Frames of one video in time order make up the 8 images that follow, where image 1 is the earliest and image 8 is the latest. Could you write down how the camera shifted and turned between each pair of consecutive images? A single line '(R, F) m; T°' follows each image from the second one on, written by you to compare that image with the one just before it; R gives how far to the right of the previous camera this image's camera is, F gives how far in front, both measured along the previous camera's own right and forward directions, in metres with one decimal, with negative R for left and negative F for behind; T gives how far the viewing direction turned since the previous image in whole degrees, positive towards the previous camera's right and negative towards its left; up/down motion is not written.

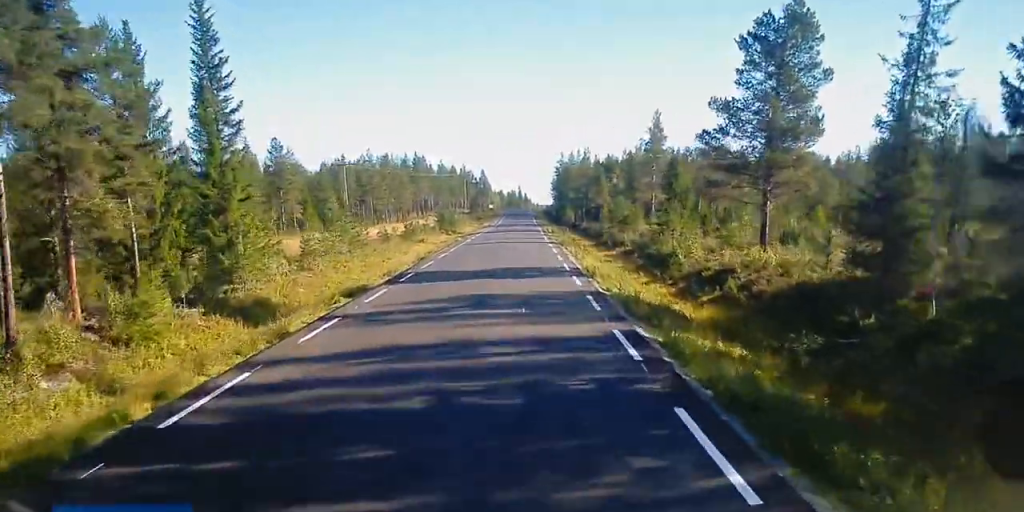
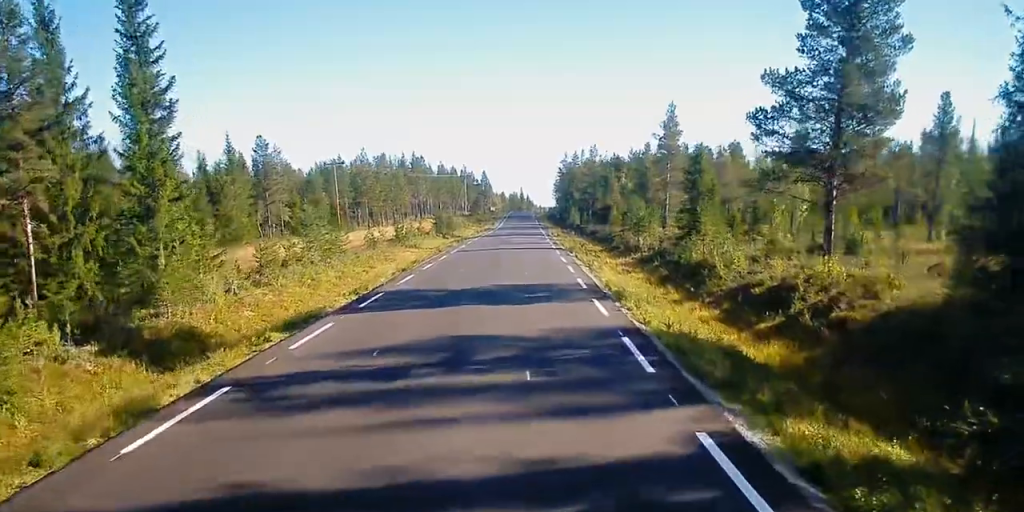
(0.0, +7.0) m; +1°
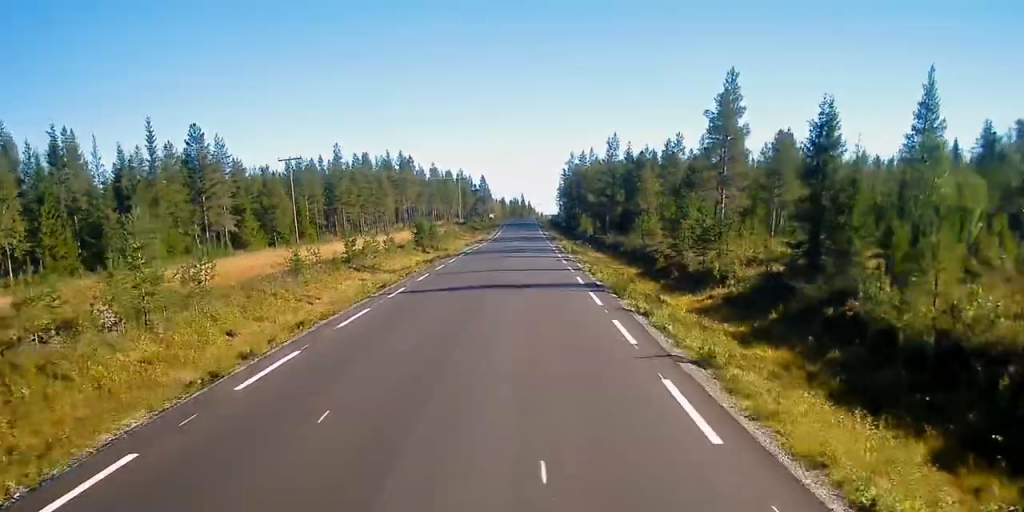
(+0.1, +21.0) m; -1°
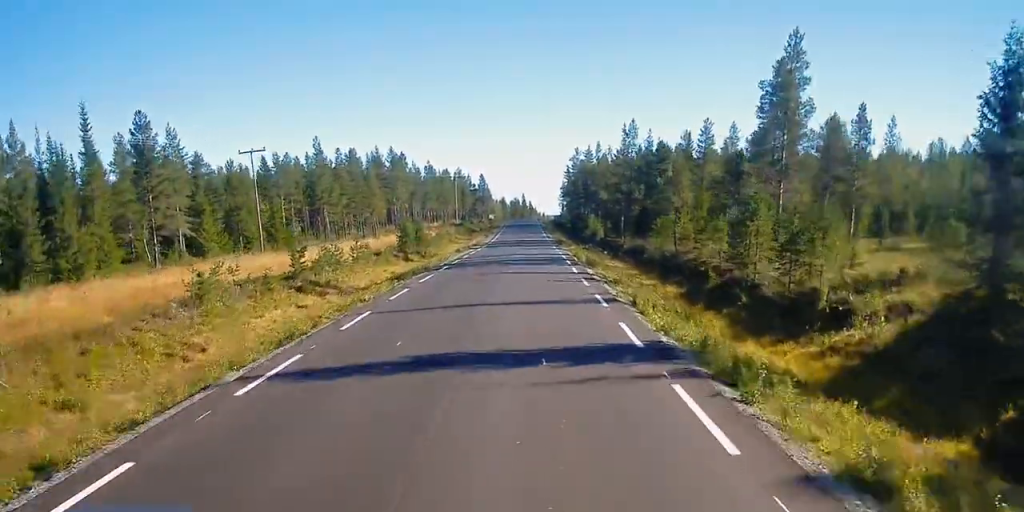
(-0.1, +12.2) m; 0°
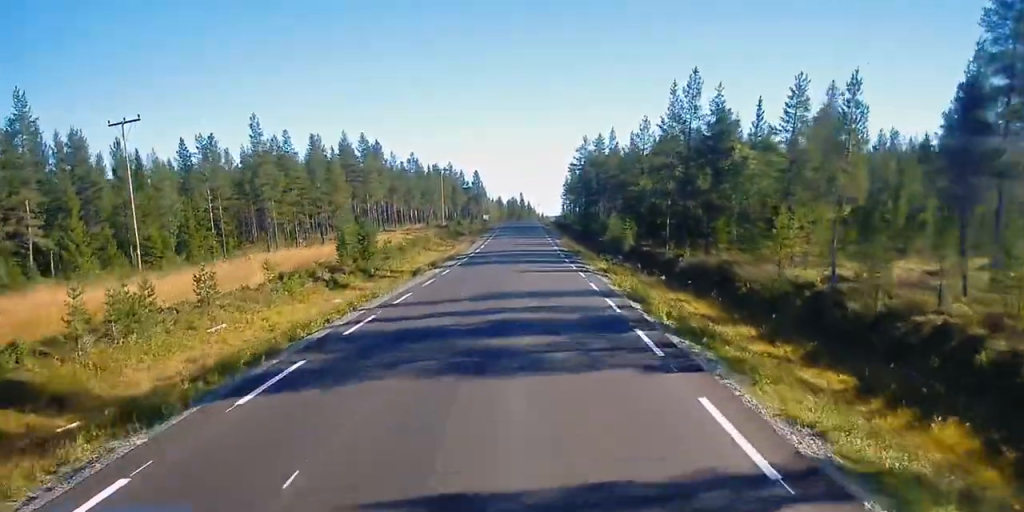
(+0.2, +24.3) m; 0°
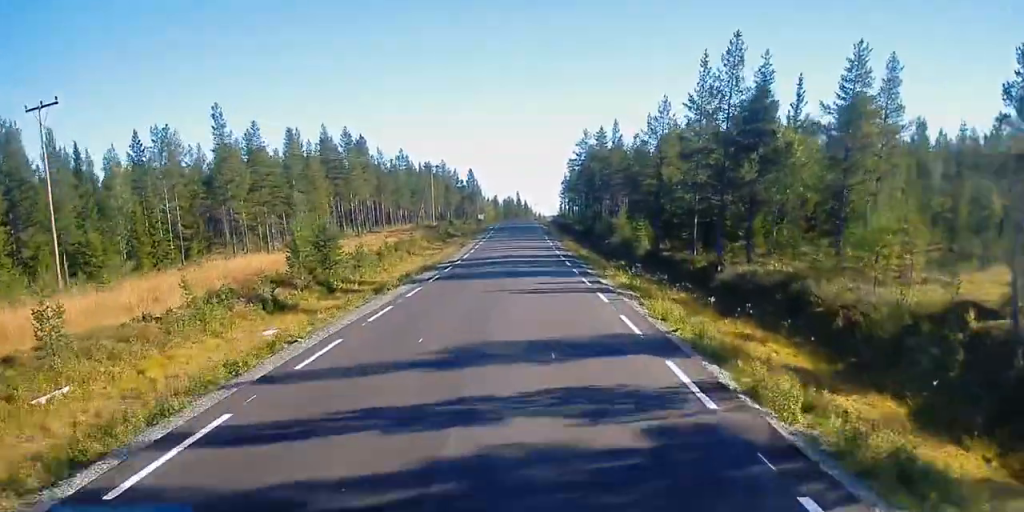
(-0.1, +9.3) m; 0°
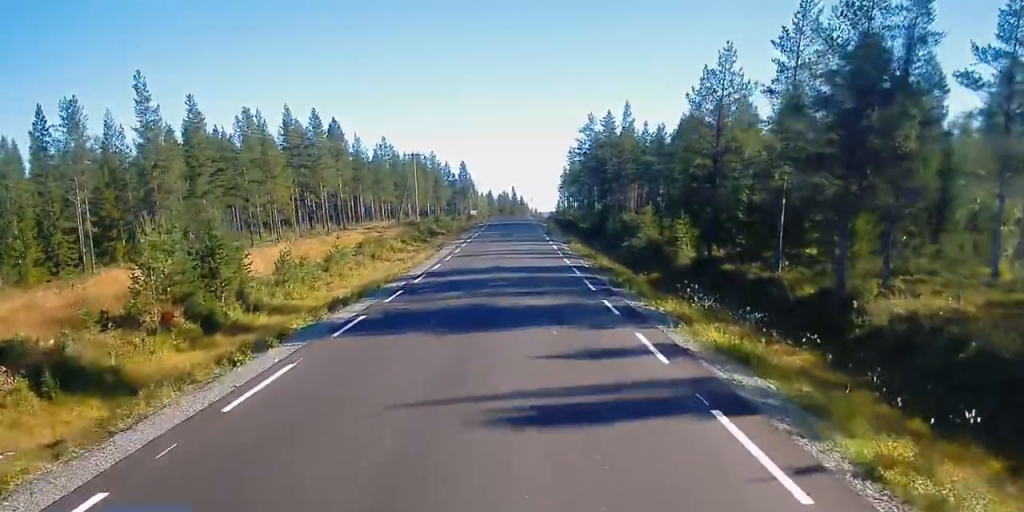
(+0.1, +15.0) m; +1°
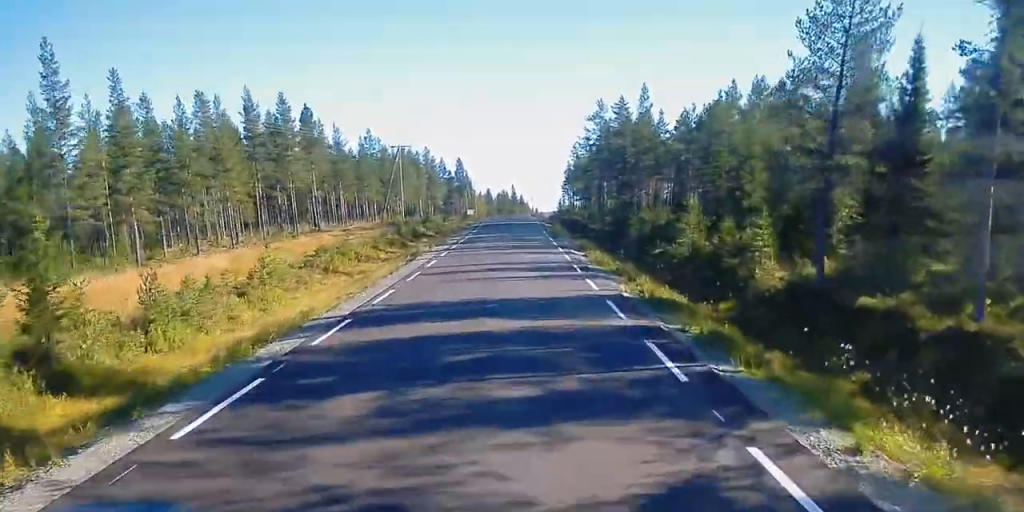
(0.0, +13.5) m; -1°
